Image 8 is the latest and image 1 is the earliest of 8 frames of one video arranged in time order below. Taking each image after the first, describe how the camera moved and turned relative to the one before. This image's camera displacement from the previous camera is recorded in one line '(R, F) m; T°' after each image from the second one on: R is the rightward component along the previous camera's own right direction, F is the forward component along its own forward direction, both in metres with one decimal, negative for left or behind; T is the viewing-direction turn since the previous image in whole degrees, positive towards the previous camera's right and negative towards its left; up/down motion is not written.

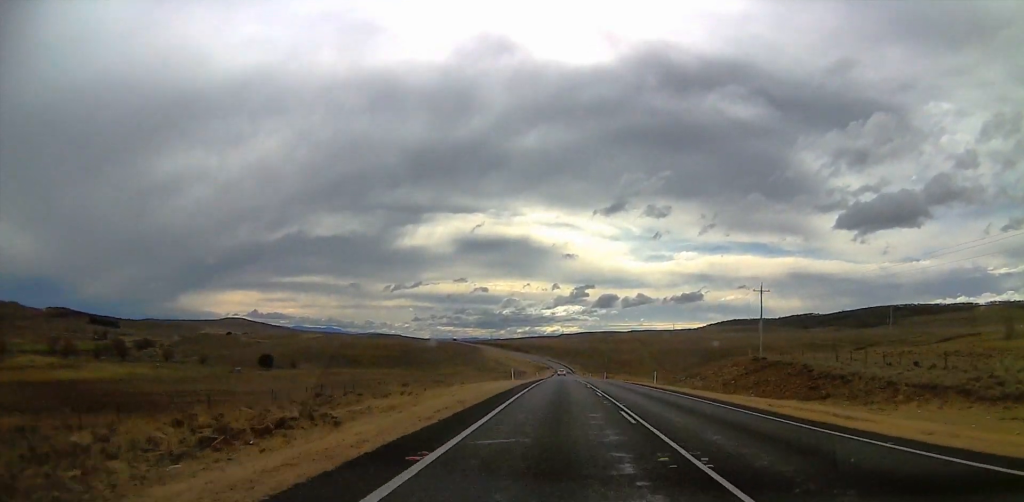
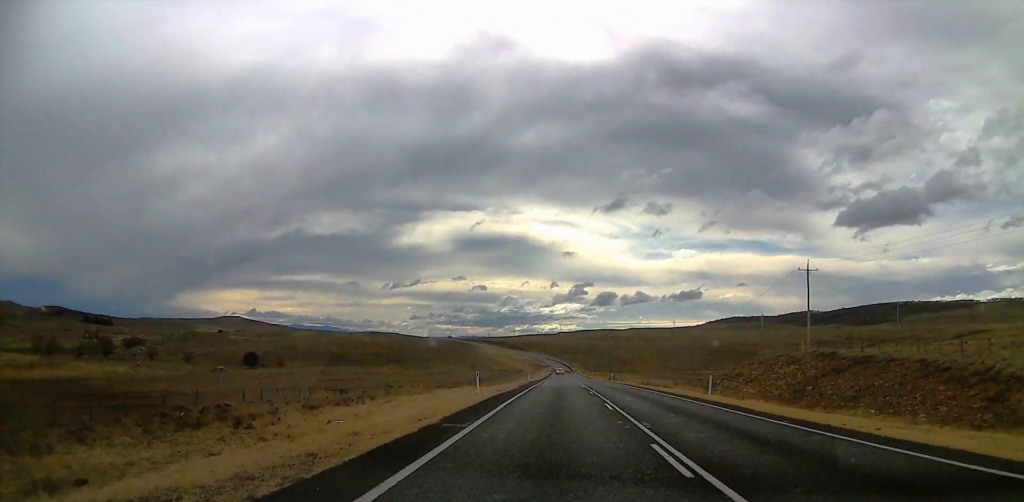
(-0.2, +18.8) m; +2°
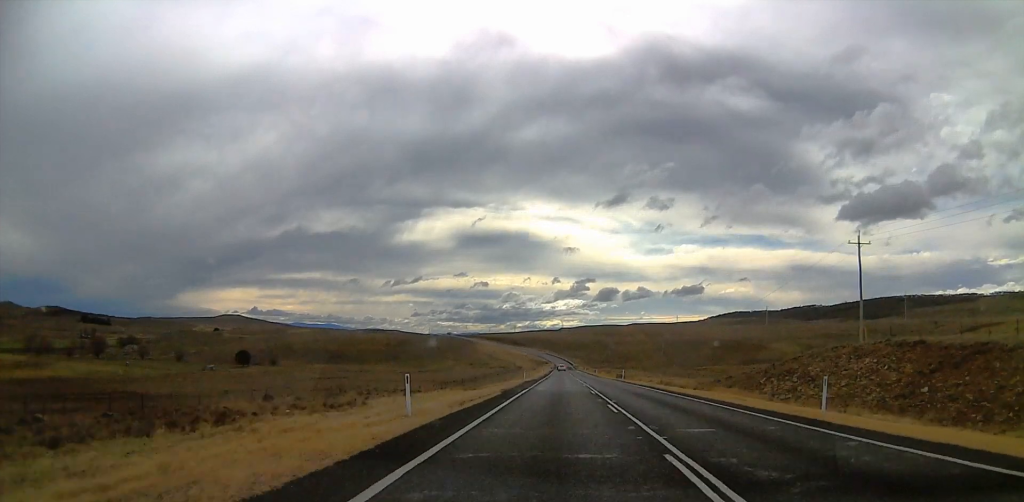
(+0.5, +13.5) m; 0°
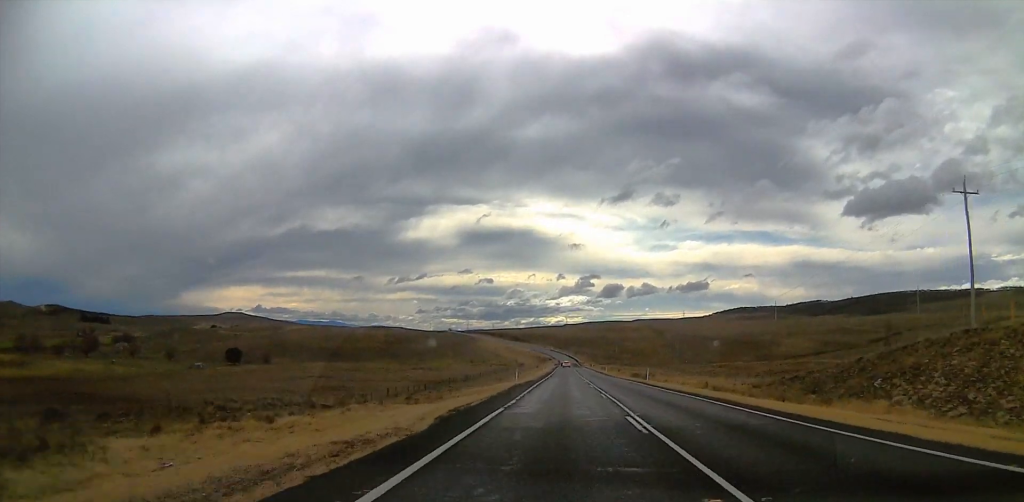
(+0.3, +17.9) m; -1°
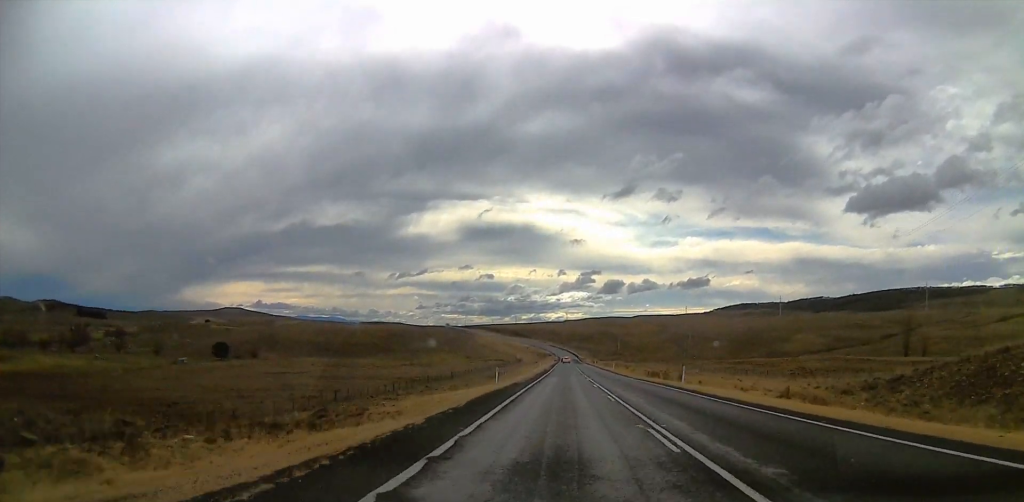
(-0.6, +16.1) m; -1°
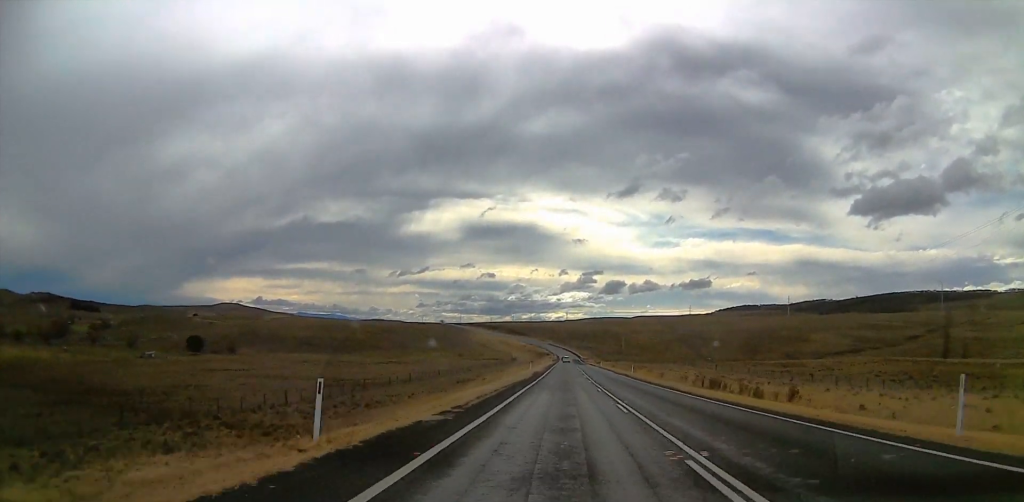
(-0.1, +26.6) m; 0°
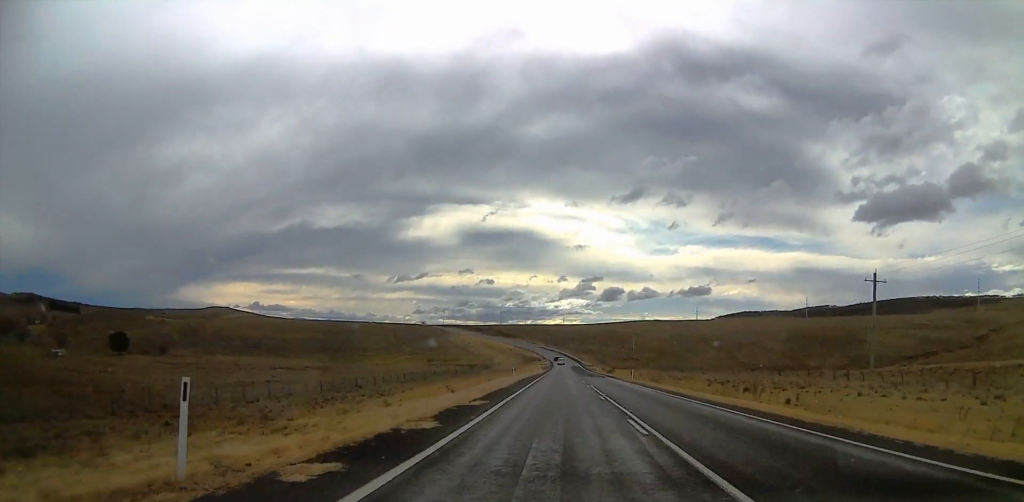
(-0.2, +66.2) m; 0°
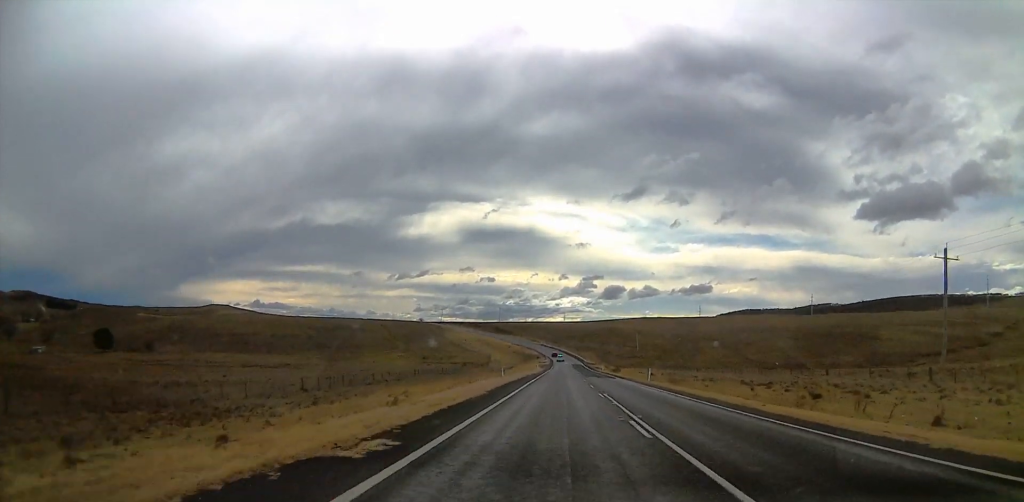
(0.0, +13.7) m; 0°
